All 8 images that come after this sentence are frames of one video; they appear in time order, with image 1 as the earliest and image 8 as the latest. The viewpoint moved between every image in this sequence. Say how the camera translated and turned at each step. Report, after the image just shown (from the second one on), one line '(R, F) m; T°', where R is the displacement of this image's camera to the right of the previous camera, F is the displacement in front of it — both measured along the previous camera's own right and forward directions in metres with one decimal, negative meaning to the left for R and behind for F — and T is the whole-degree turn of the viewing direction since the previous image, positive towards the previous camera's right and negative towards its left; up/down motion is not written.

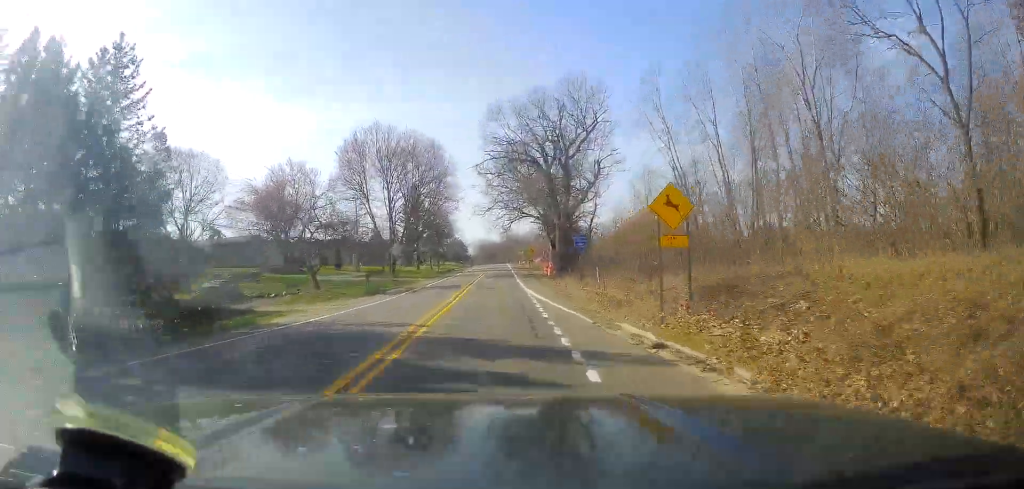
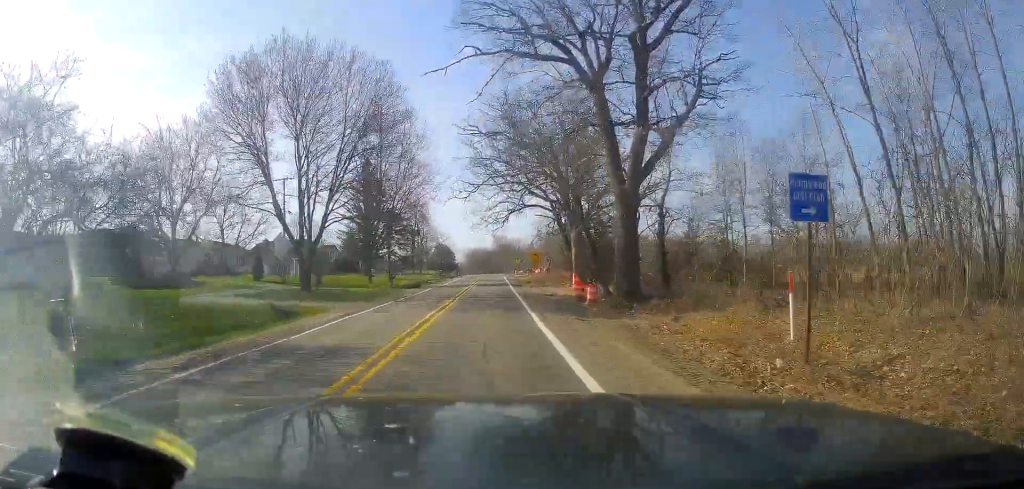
(-0.5, +27.3) m; 0°
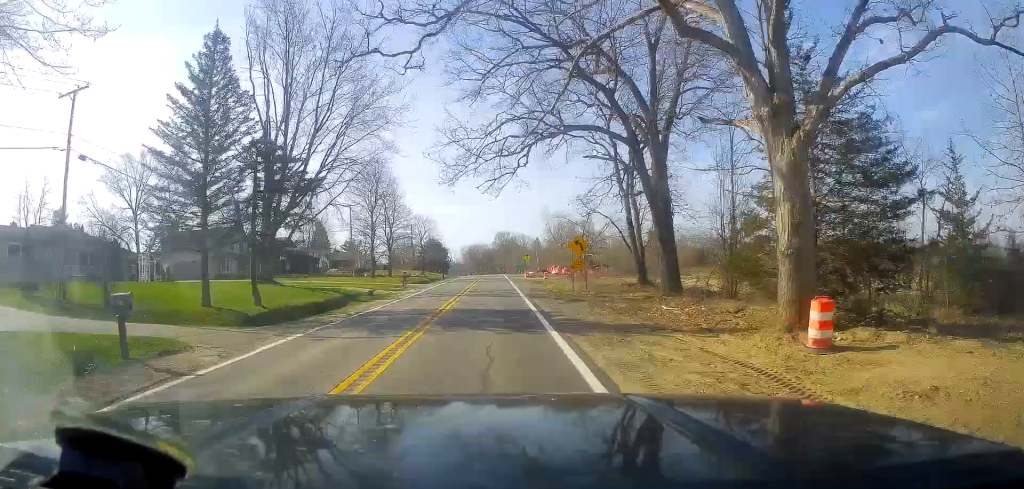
(+1.1, +33.0) m; +3°
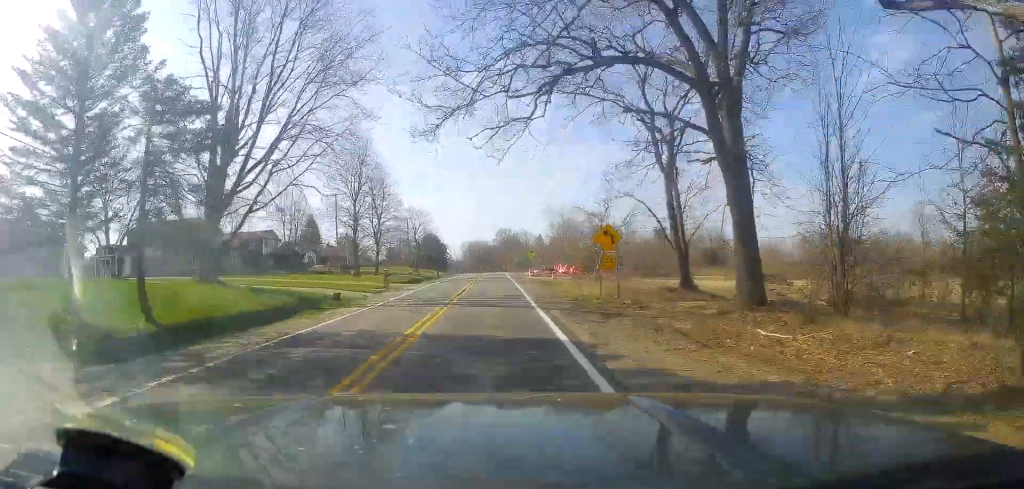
(-0.1, +8.9) m; -1°
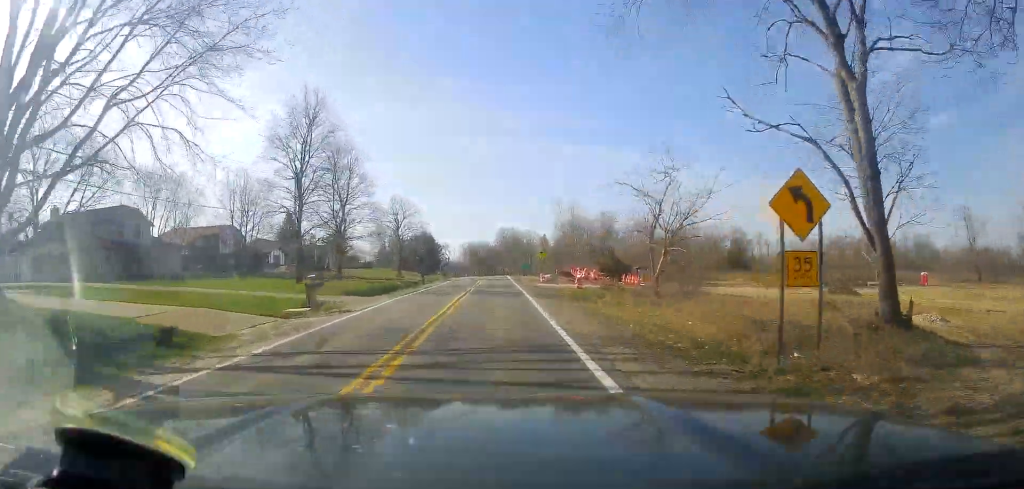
(-0.2, +17.0) m; -1°
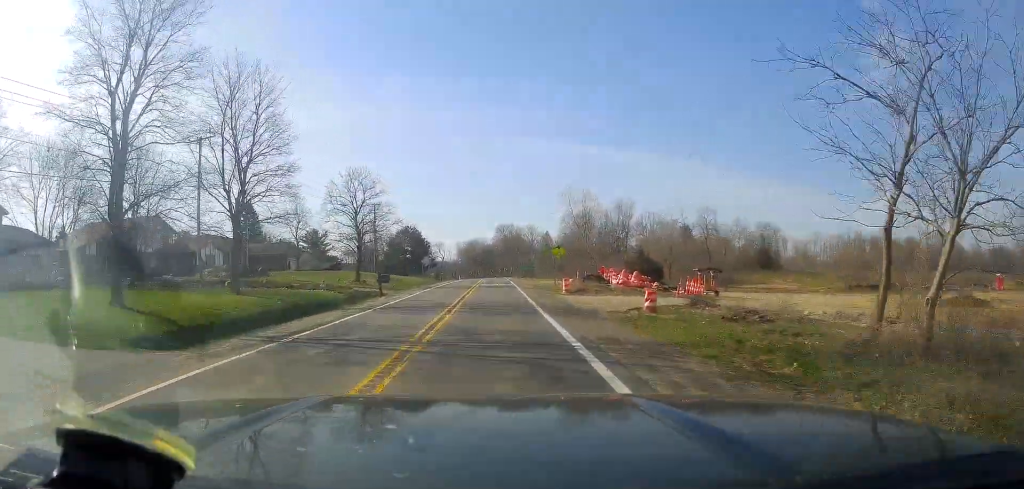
(-0.1, +20.6) m; +1°
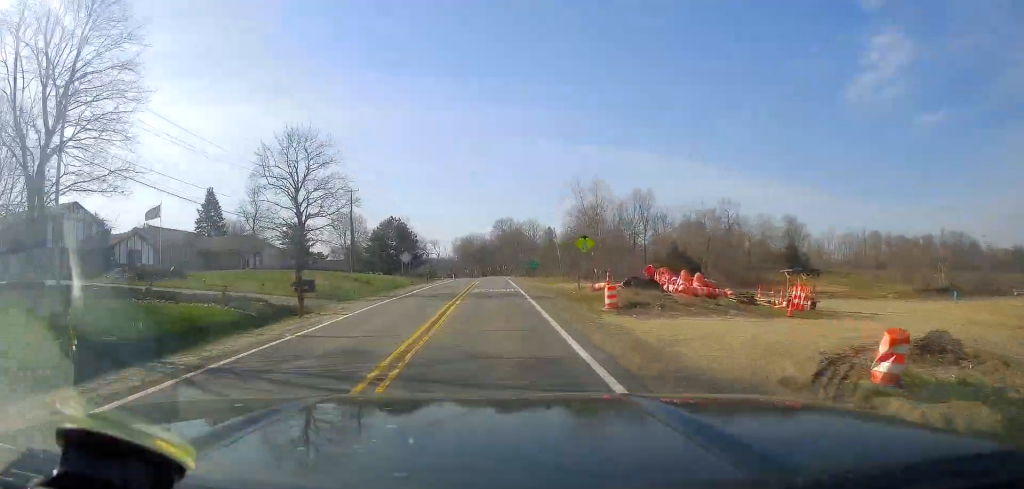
(+0.6, +15.1) m; 0°
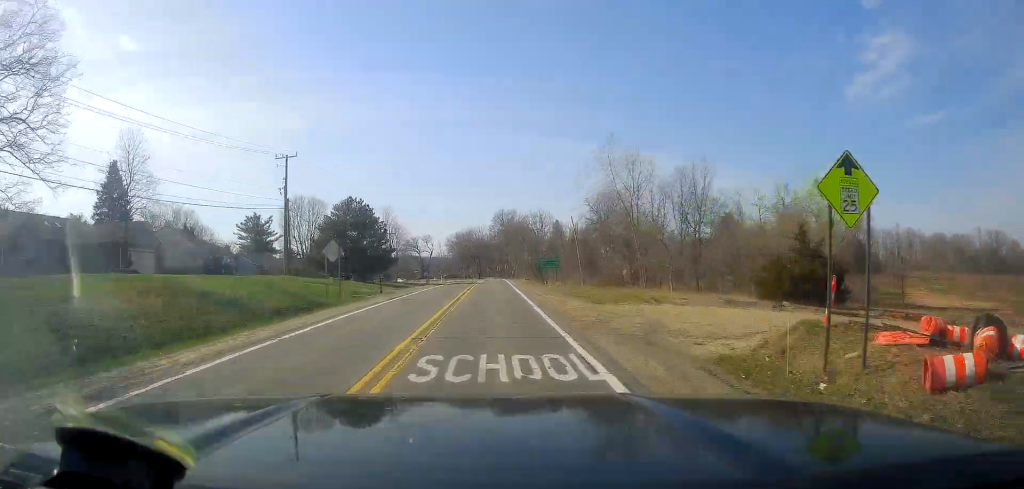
(-0.8, +26.9) m; 0°
